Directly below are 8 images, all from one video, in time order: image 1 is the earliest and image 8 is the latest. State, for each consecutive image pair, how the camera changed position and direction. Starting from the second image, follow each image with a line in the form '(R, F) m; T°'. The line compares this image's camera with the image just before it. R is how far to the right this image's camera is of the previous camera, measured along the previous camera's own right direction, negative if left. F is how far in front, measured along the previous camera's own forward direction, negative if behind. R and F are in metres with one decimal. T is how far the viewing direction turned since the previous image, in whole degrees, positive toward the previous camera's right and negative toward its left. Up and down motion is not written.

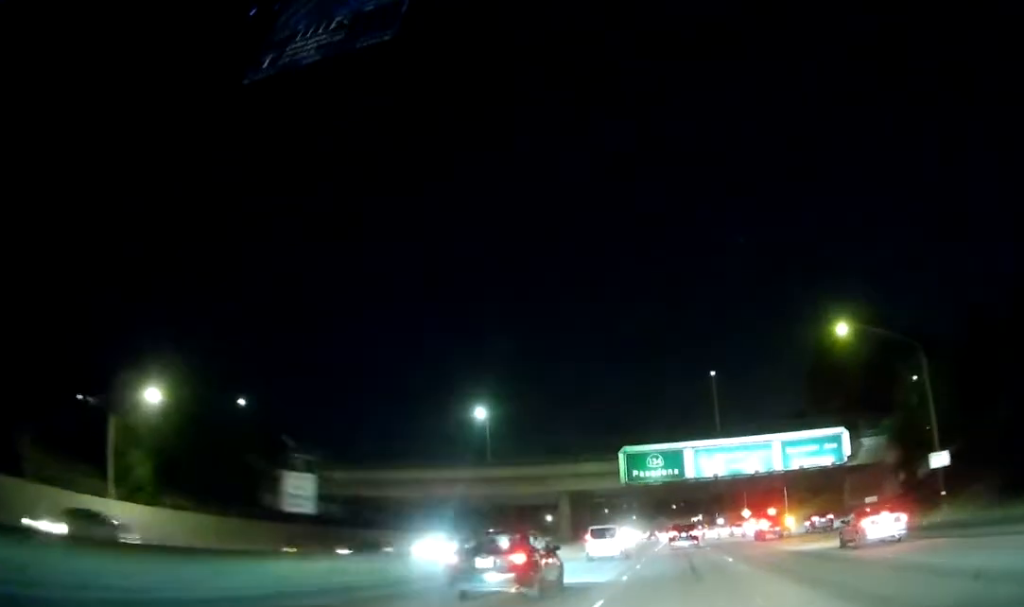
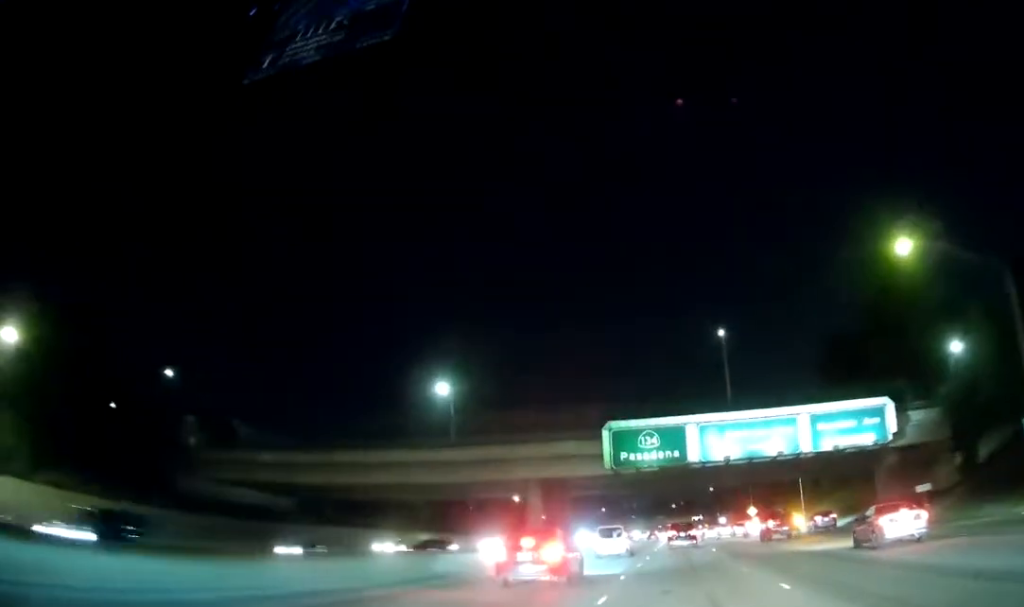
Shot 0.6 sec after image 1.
(0.0, +13.6) m; 0°
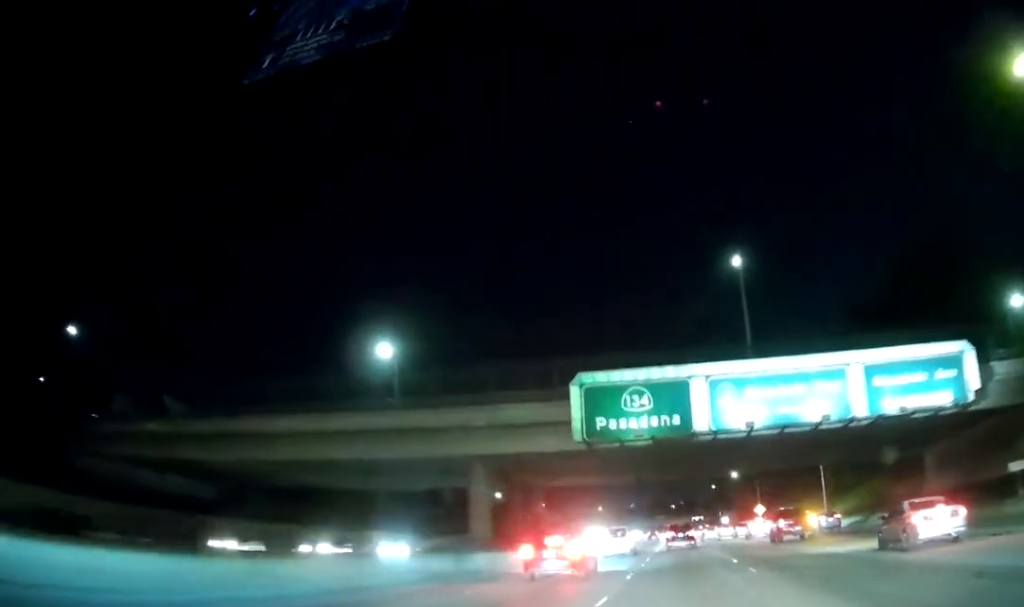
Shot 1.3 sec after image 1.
(0.0, +14.0) m; 0°
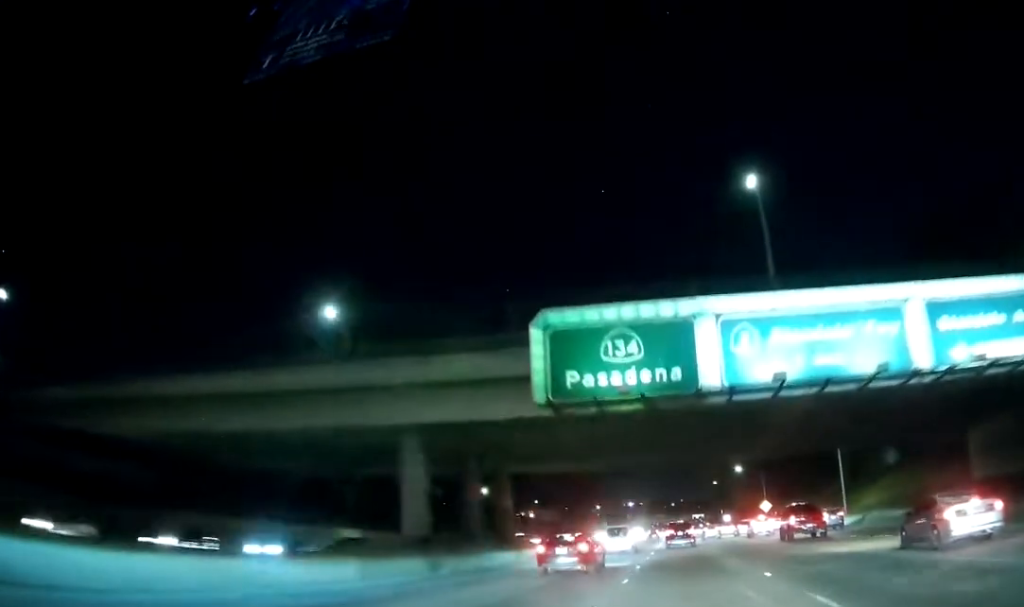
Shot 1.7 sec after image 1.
(0.0, +10.0) m; 0°
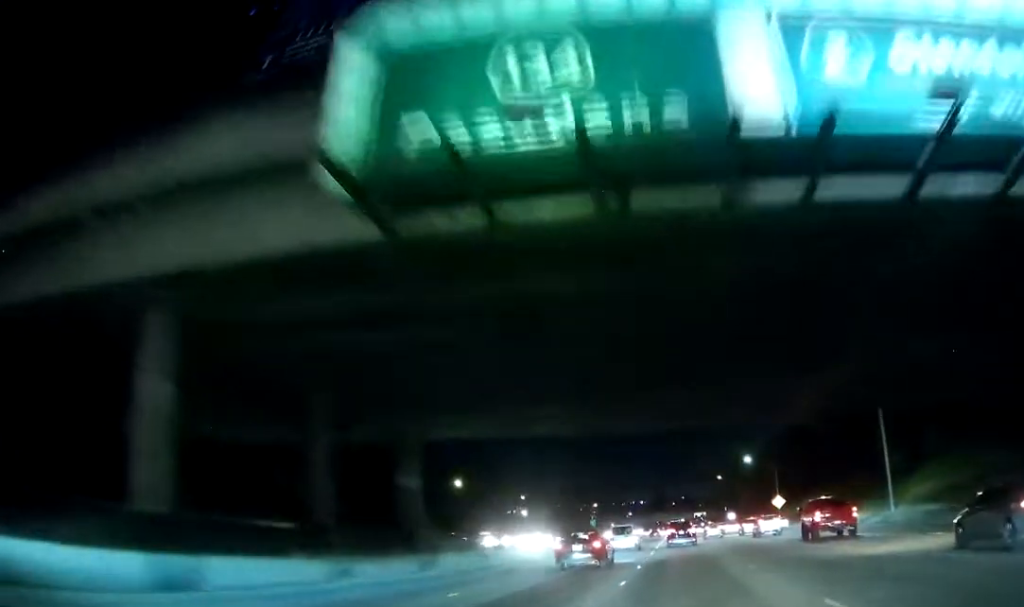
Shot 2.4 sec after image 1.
(0.0, +15.4) m; 0°
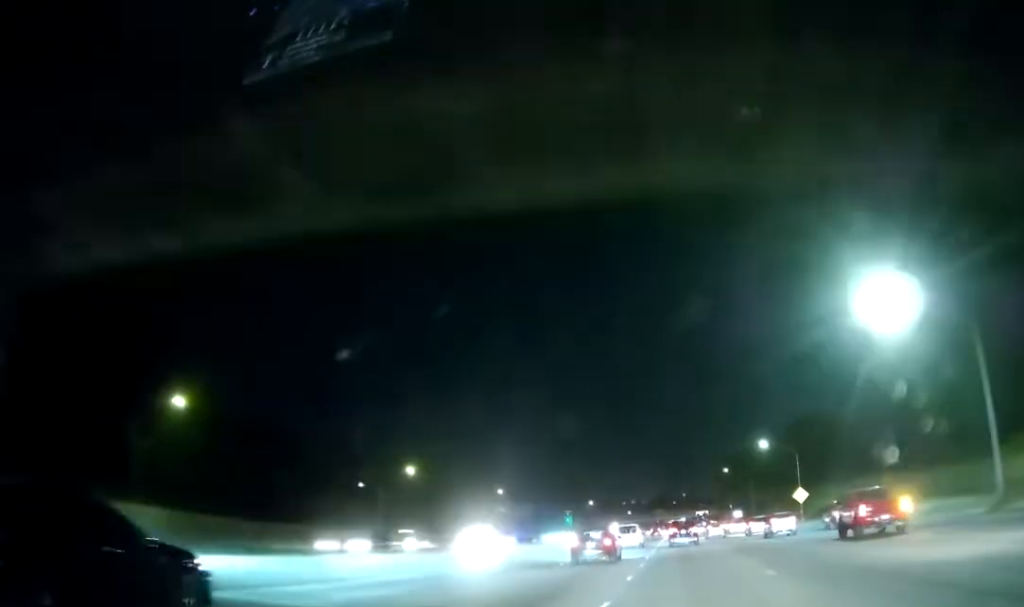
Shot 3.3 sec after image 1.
(0.0, +21.0) m; 0°
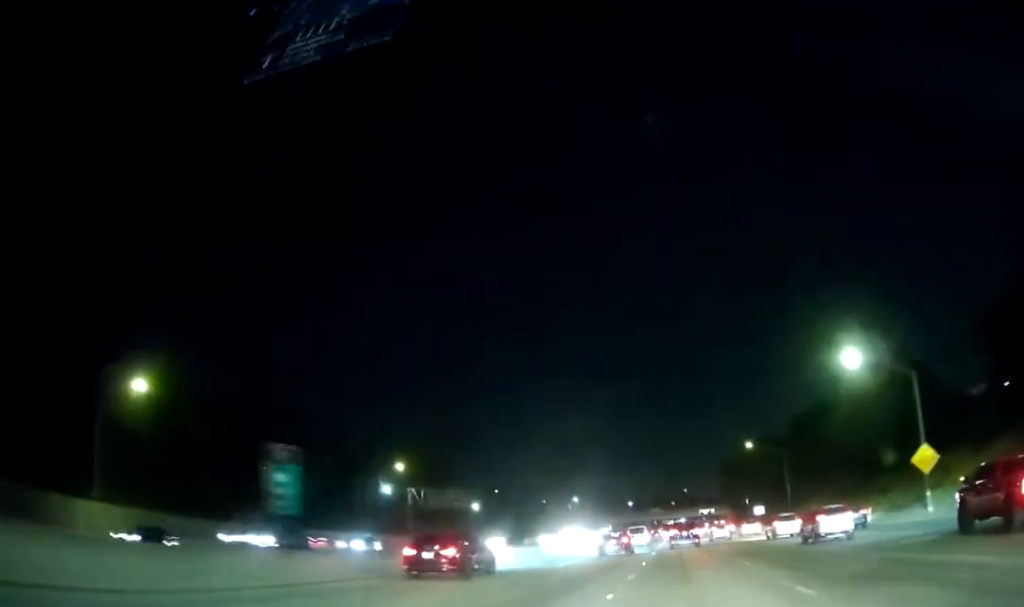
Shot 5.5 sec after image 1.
(0.0, +50.9) m; 0°
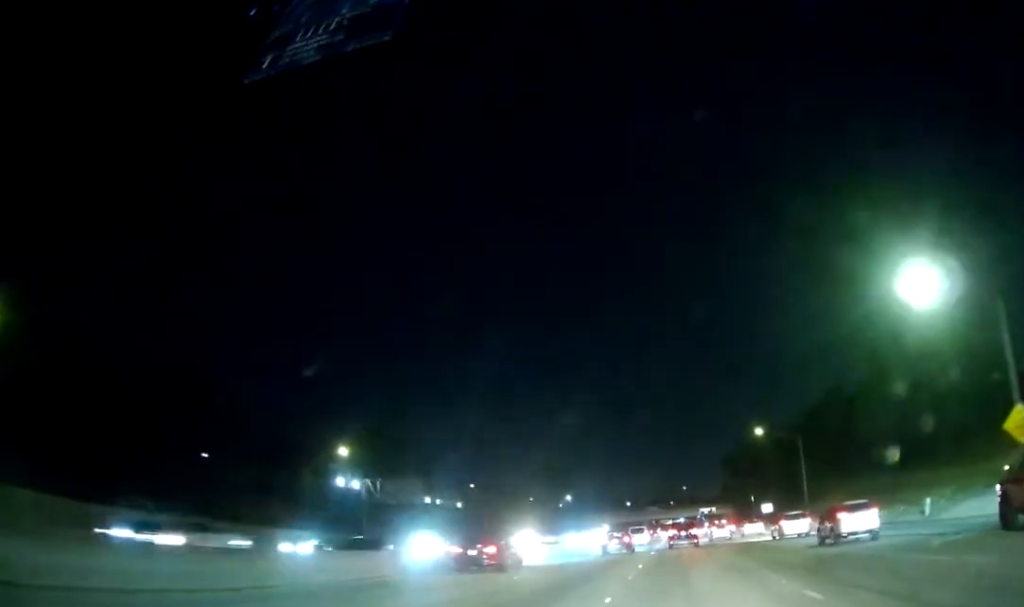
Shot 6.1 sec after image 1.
(0.0, +15.2) m; 0°
